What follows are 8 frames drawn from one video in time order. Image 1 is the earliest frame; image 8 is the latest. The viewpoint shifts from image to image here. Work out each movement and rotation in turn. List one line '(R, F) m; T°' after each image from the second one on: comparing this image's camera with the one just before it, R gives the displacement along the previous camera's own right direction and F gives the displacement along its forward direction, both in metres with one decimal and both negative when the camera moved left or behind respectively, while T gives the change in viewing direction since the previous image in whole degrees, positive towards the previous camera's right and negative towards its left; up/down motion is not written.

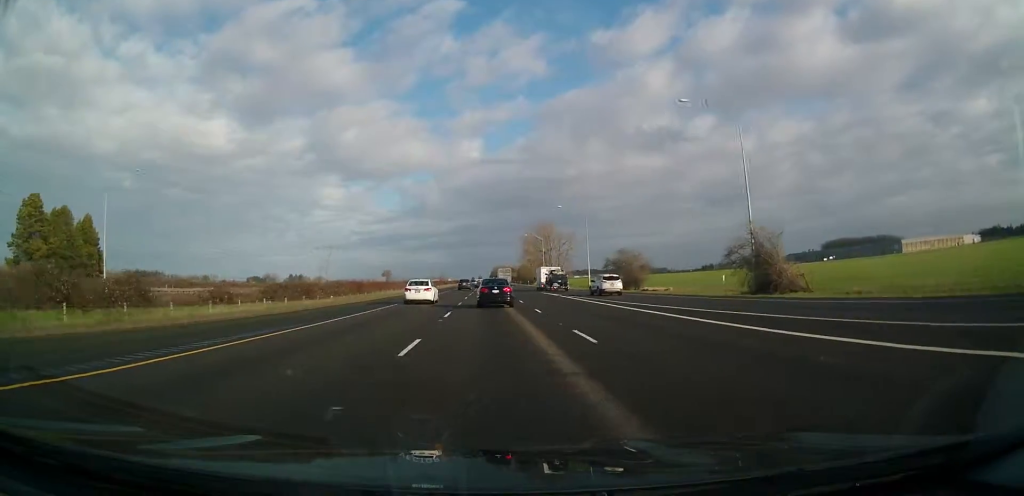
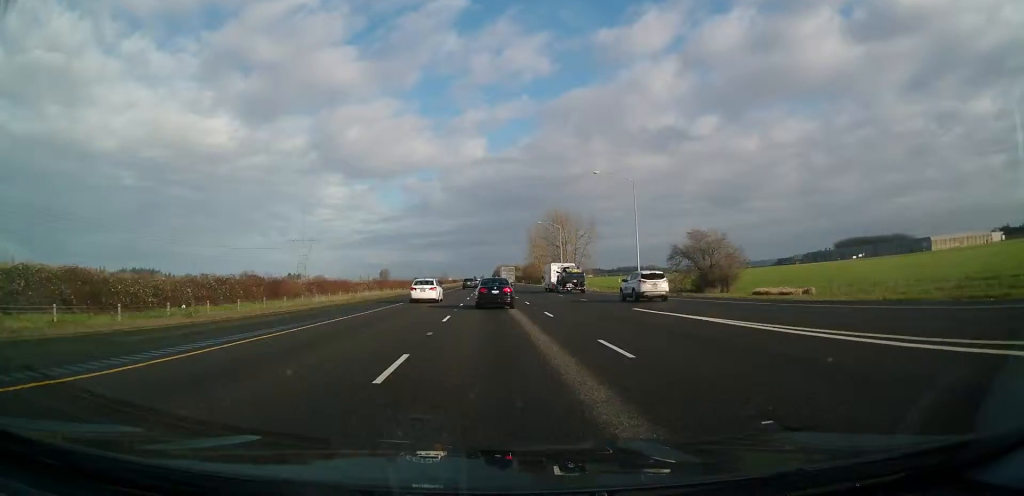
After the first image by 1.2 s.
(+0.2, +45.8) m; 0°
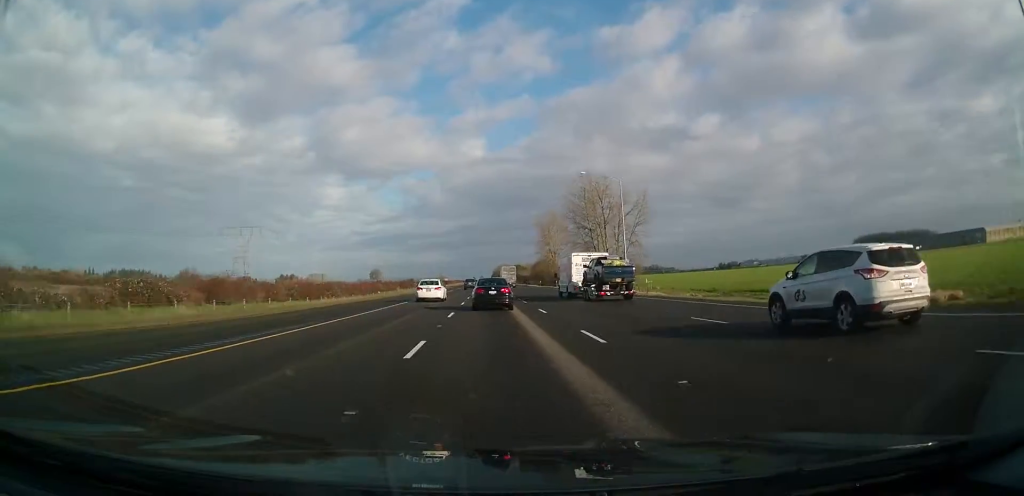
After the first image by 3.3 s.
(+0.4, +78.2) m; +1°
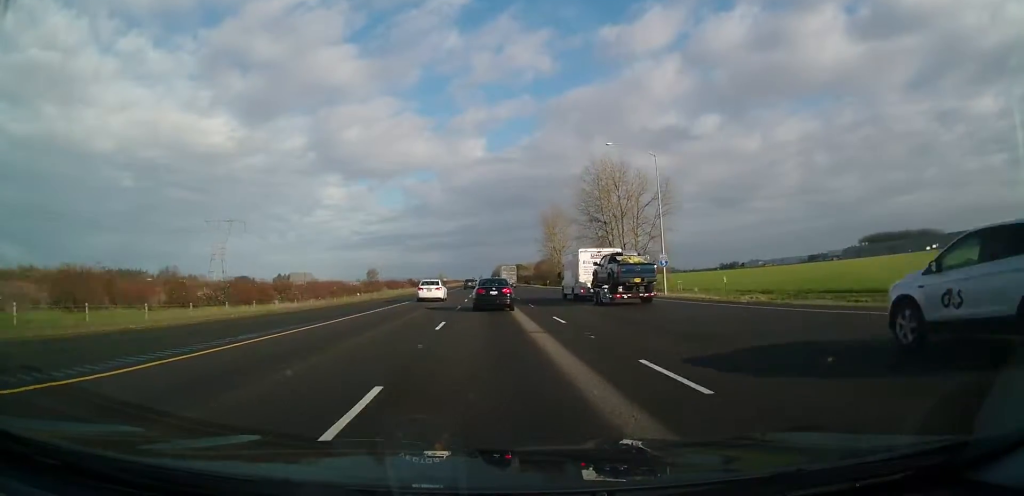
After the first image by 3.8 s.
(0.0, +18.1) m; 0°
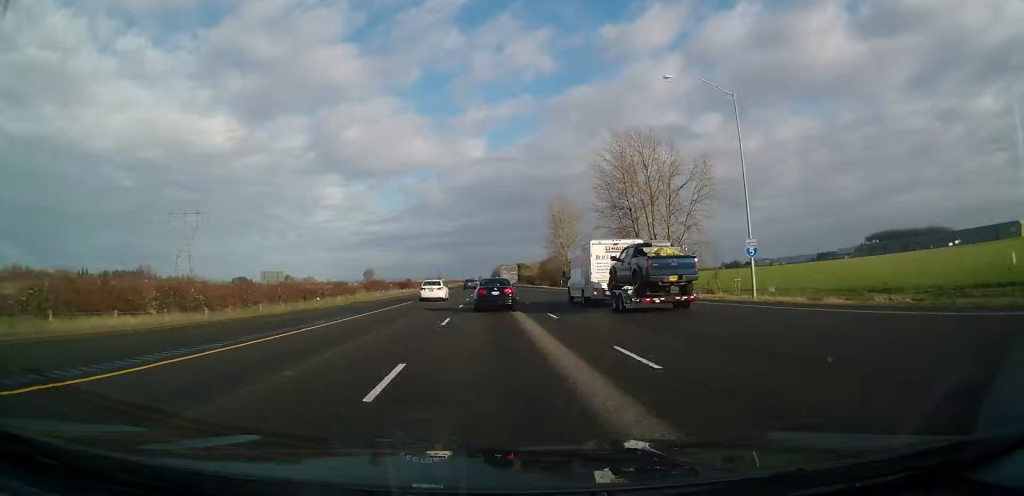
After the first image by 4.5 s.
(-0.1, +21.7) m; 0°
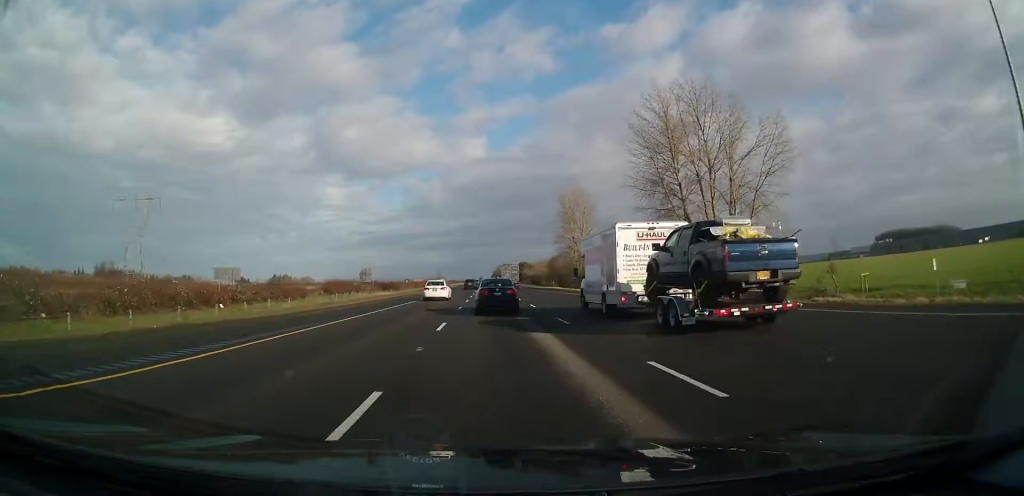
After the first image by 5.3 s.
(-0.1, +25.9) m; 0°
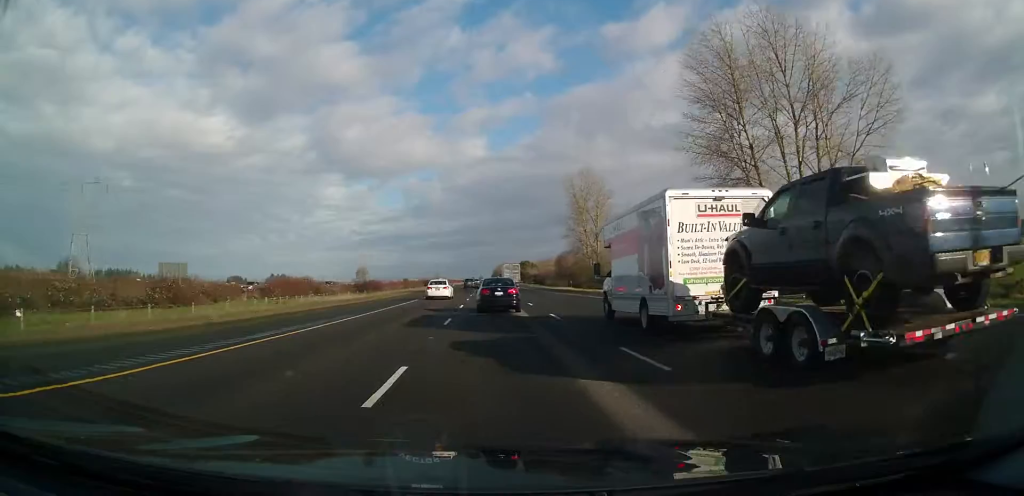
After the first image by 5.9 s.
(0.0, +23.4) m; 0°
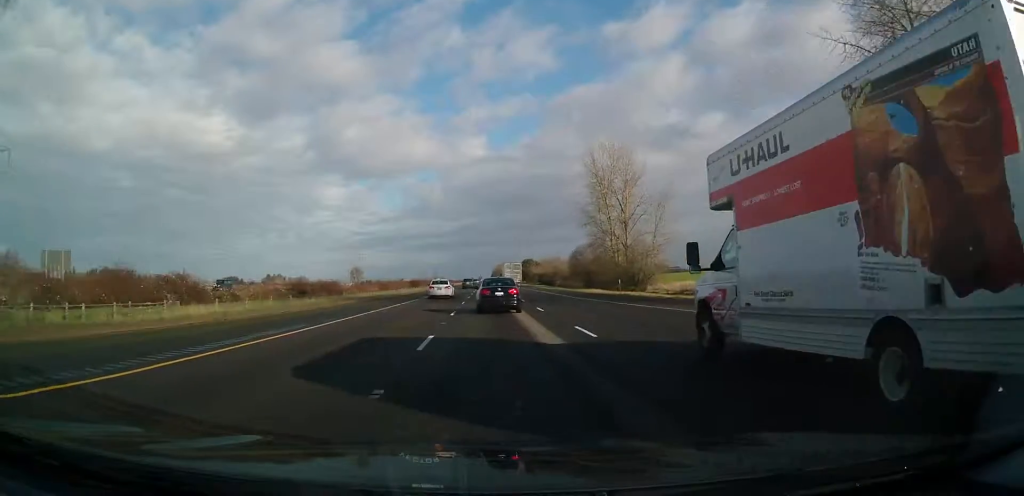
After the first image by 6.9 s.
(0.0, +34.9) m; 0°
